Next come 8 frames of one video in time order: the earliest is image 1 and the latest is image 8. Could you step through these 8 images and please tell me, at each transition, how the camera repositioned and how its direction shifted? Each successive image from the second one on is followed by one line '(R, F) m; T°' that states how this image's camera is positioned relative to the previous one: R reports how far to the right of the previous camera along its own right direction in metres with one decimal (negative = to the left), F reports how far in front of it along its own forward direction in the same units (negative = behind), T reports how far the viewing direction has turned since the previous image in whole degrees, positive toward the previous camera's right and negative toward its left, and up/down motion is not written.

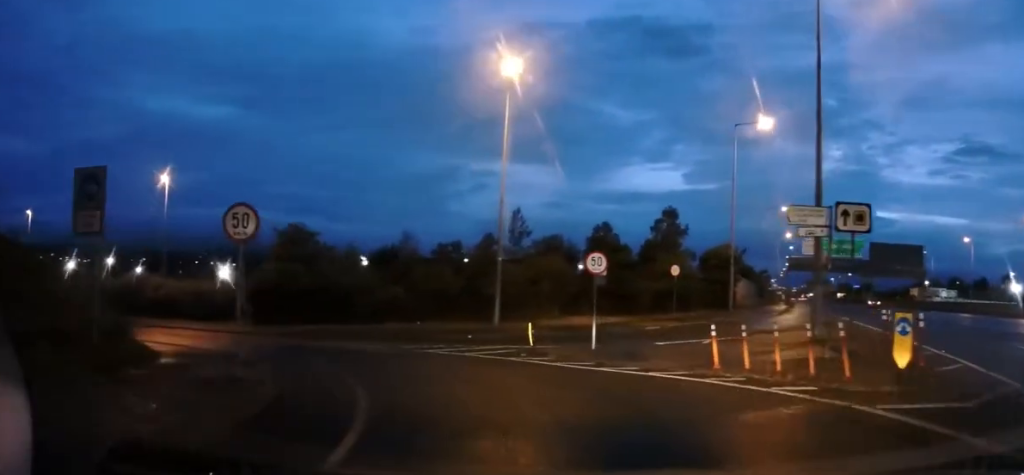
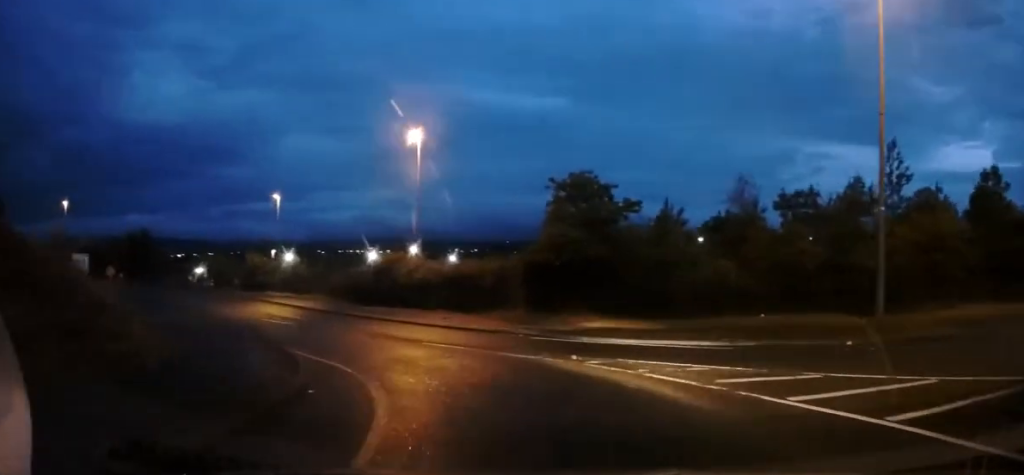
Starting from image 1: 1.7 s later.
(-3.0, +11.1) m; -31°
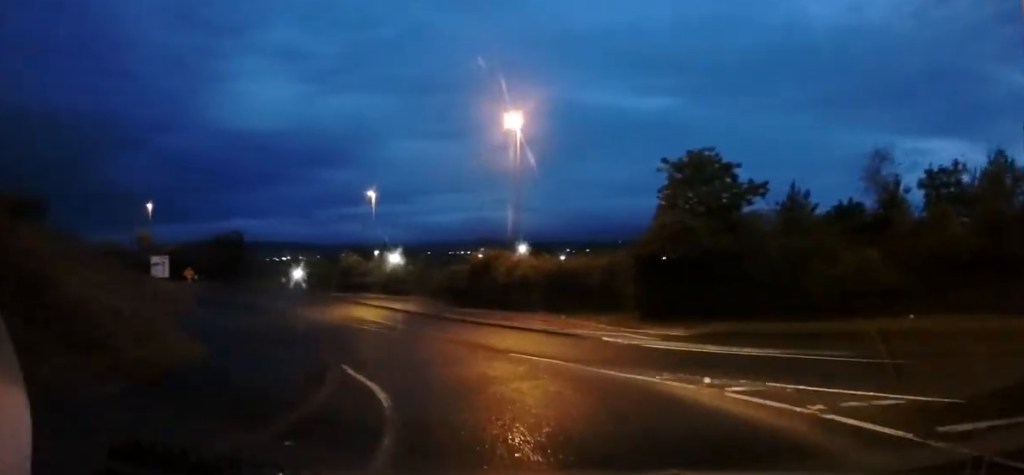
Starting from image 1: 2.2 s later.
(-0.3, +3.5) m; -9°
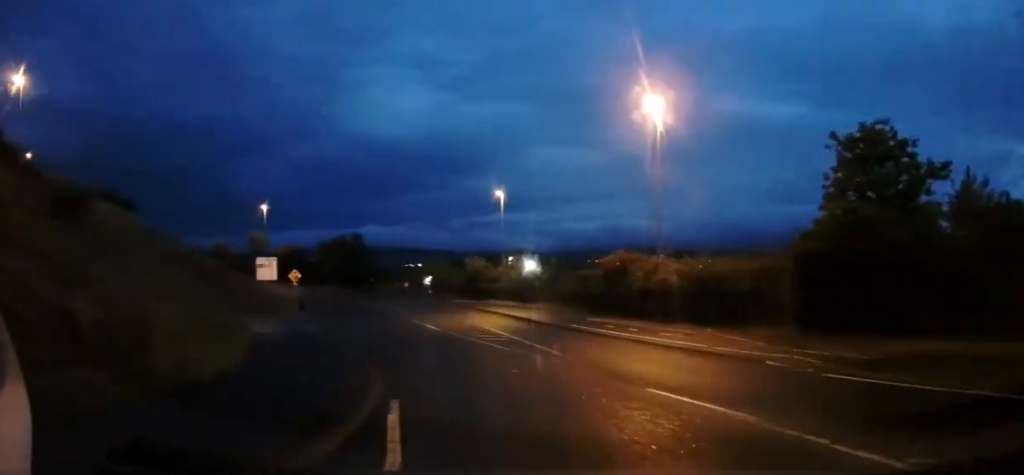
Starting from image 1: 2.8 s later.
(-0.3, +4.3) m; -10°
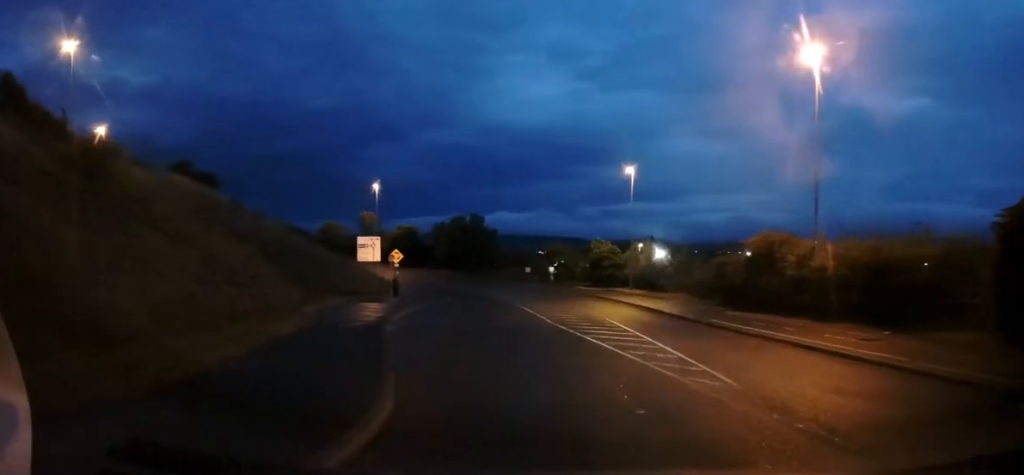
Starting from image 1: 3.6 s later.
(-0.7, +5.8) m; -11°
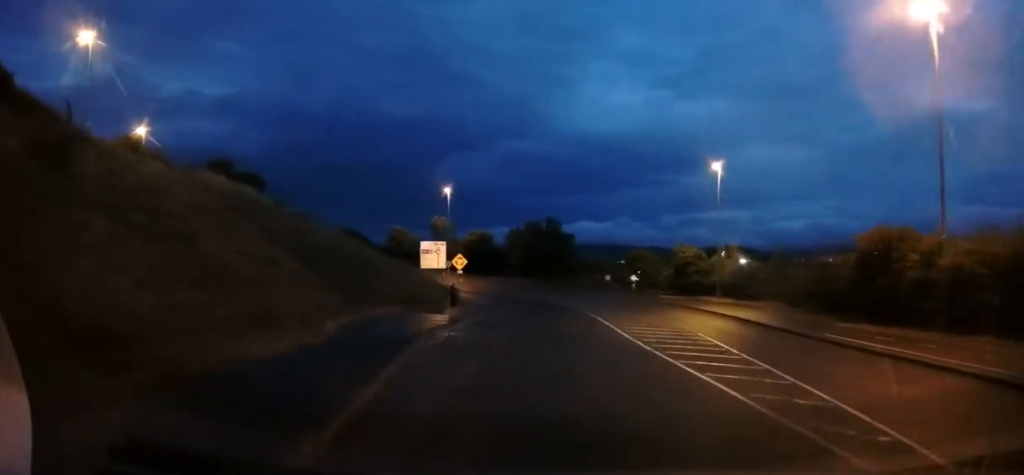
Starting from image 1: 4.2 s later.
(-0.3, +5.0) m; -7°
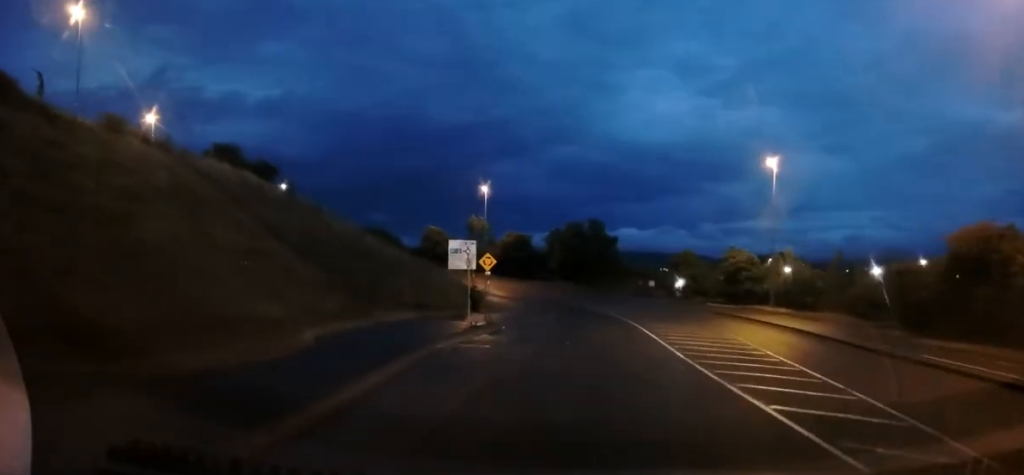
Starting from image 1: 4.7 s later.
(-0.5, +4.8) m; -3°
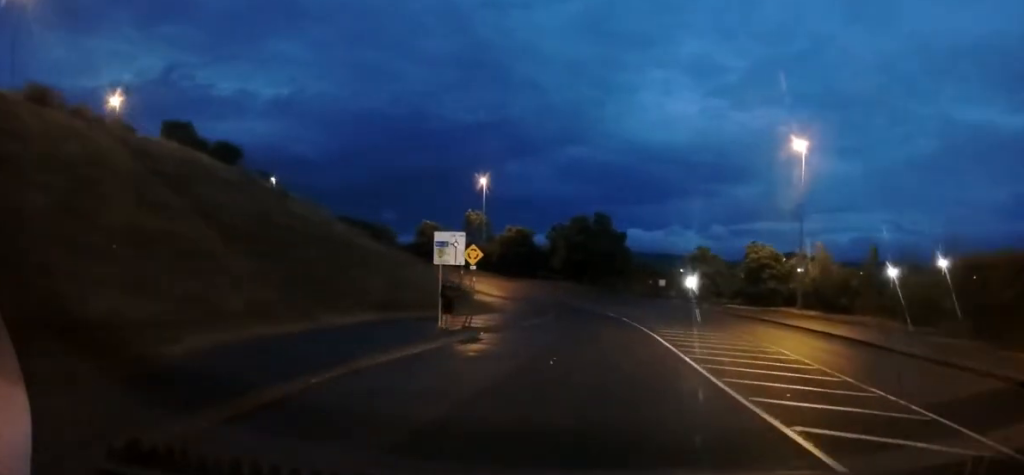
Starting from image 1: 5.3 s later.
(-0.1, +6.0) m; -1°
